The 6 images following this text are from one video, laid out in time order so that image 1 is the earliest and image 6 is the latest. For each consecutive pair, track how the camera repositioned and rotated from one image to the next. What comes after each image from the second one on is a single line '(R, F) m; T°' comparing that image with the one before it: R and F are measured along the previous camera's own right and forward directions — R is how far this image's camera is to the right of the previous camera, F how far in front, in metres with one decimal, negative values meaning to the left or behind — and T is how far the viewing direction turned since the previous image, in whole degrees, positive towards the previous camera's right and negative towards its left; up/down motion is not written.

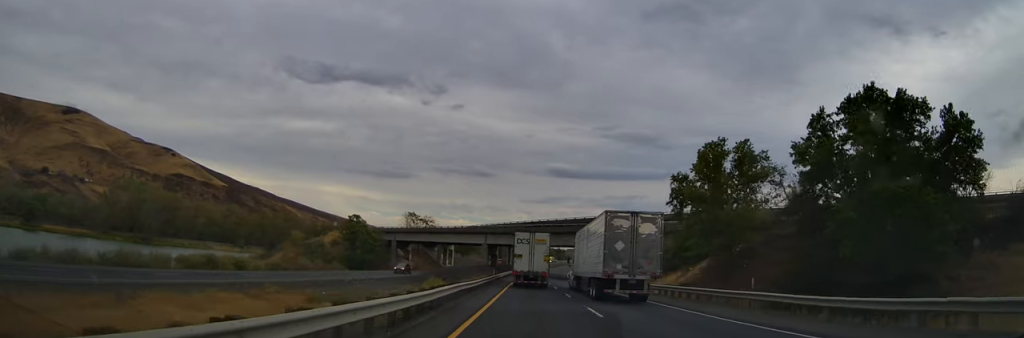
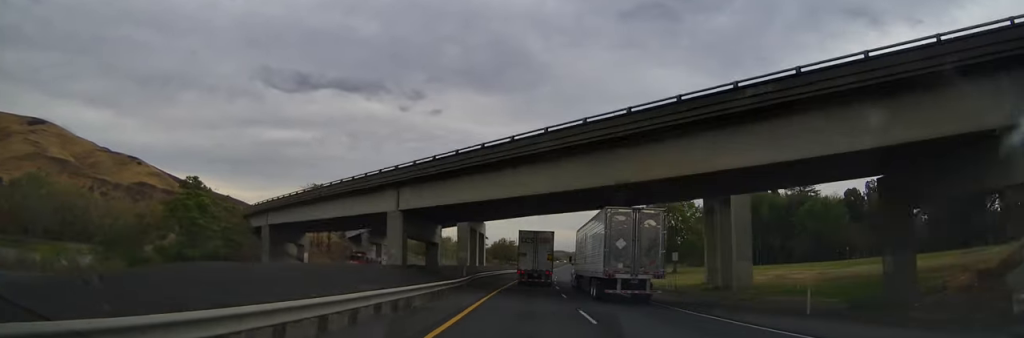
(+0.5, +63.4) m; +1°
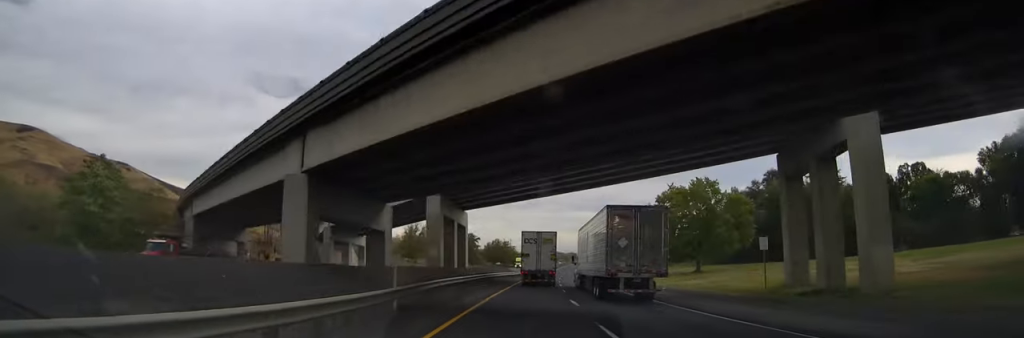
(+0.2, +17.5) m; +1°
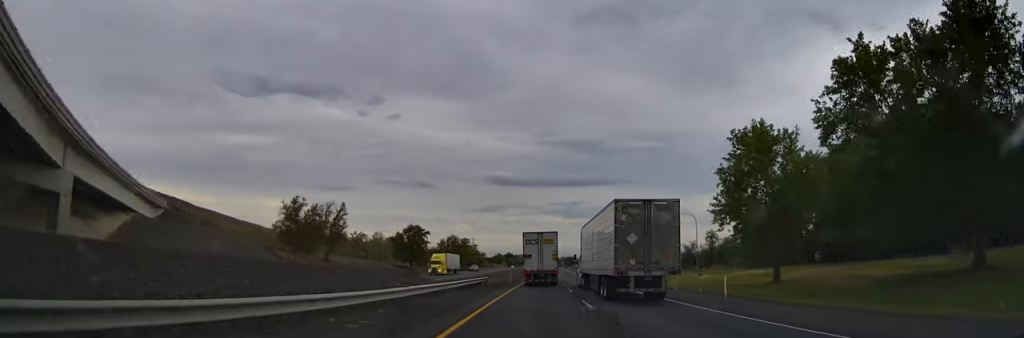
(+0.6, +63.5) m; +1°
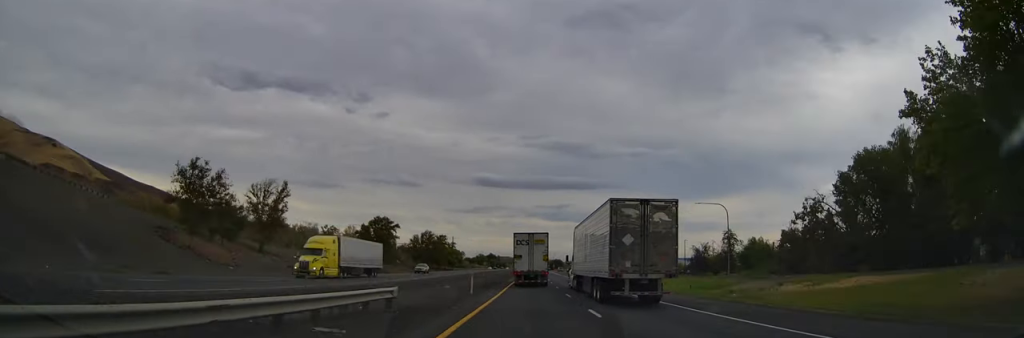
(+0.4, +27.3) m; +2°
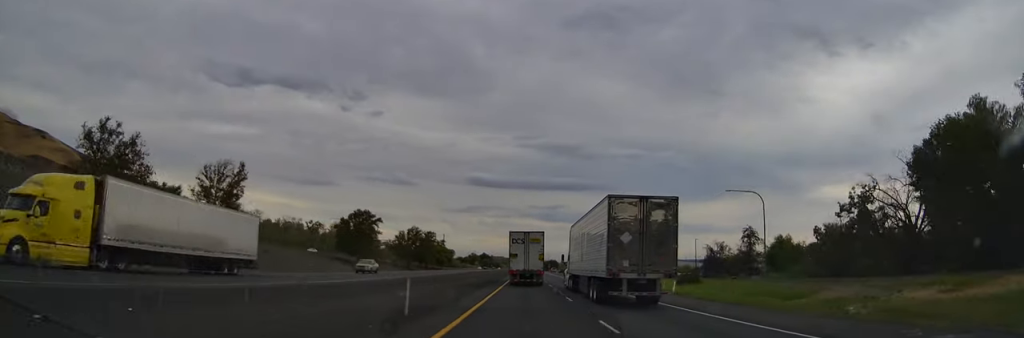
(+0.1, +16.6) m; +1°
